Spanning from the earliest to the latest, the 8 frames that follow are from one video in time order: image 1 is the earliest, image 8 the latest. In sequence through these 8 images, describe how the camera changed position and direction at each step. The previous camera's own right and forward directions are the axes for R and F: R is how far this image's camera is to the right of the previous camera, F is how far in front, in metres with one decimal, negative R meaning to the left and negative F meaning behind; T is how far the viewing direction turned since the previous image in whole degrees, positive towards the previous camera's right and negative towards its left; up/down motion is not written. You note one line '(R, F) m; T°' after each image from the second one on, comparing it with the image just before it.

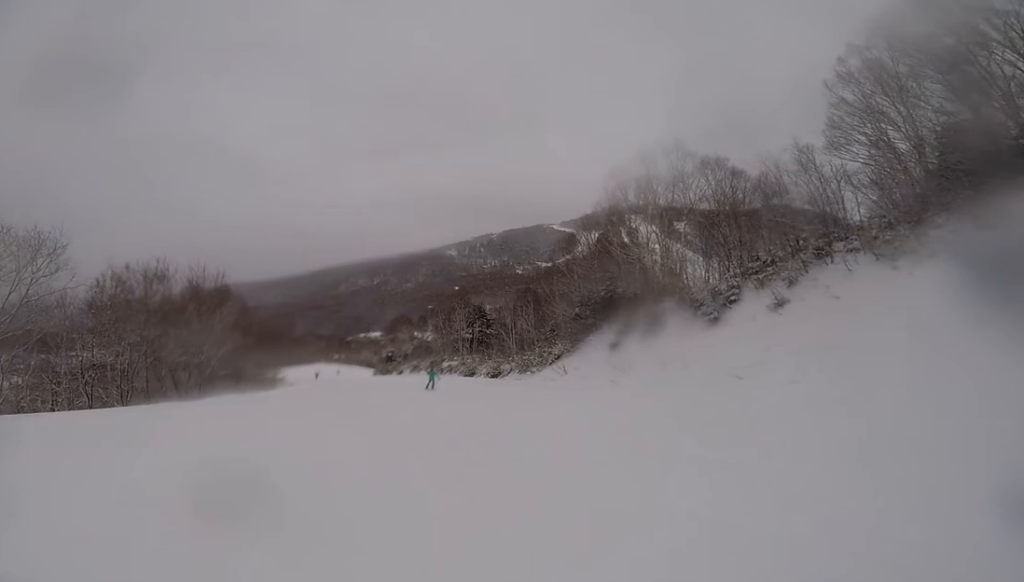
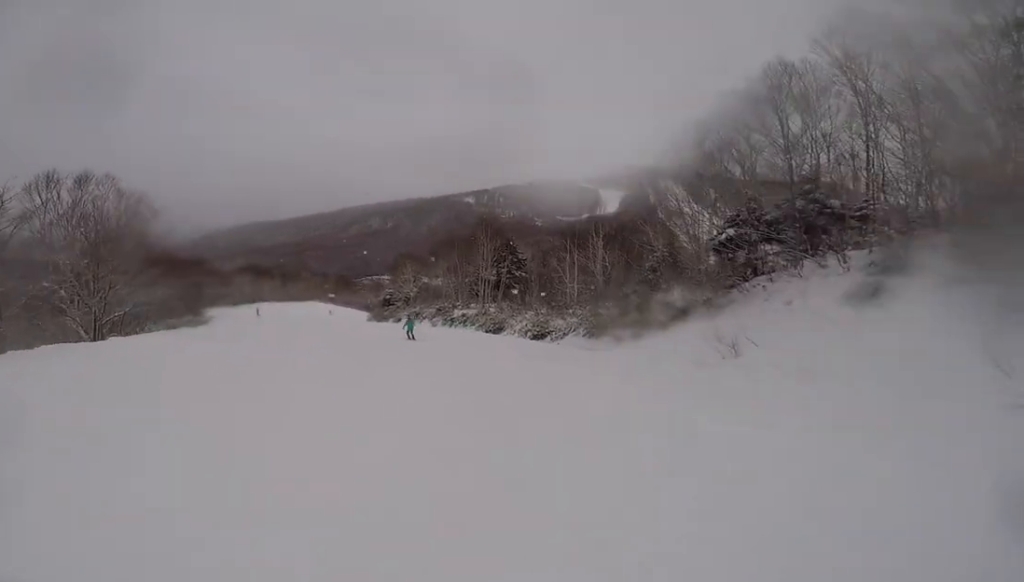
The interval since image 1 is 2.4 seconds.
(-0.6, +18.7) m; +4°
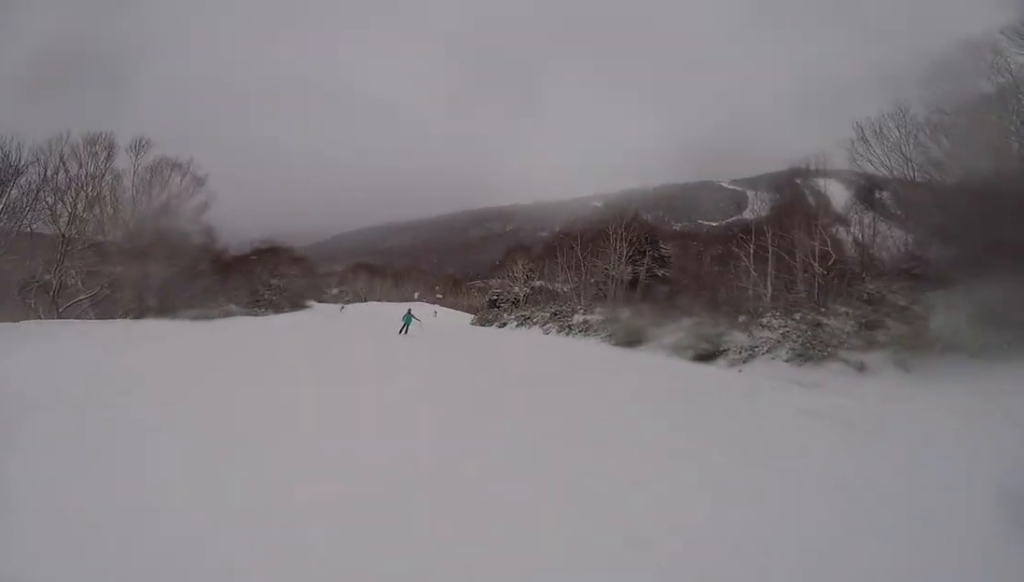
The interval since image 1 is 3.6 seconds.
(-0.7, +8.7) m; -13°
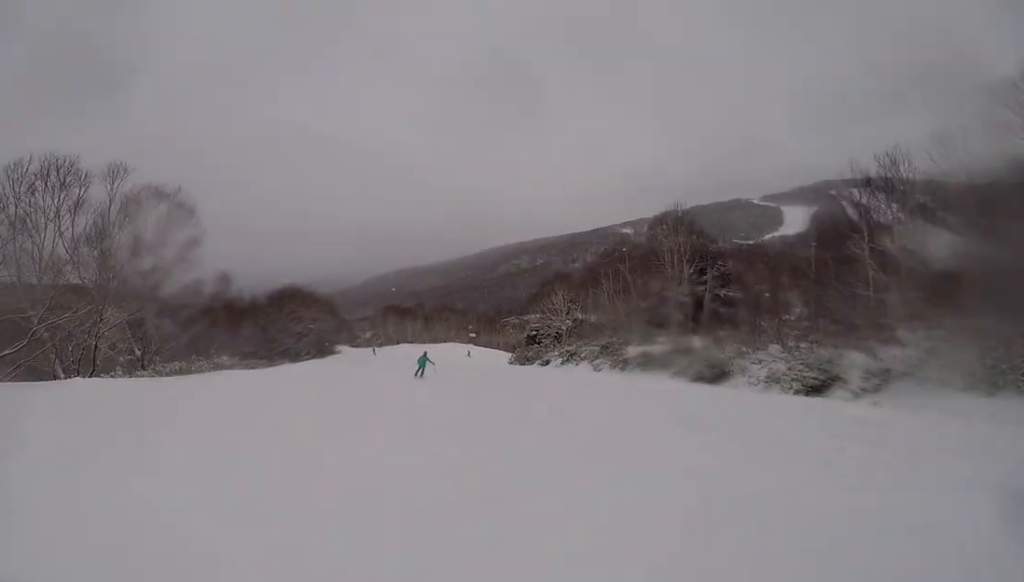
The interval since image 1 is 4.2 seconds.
(-0.5, +4.7) m; -7°
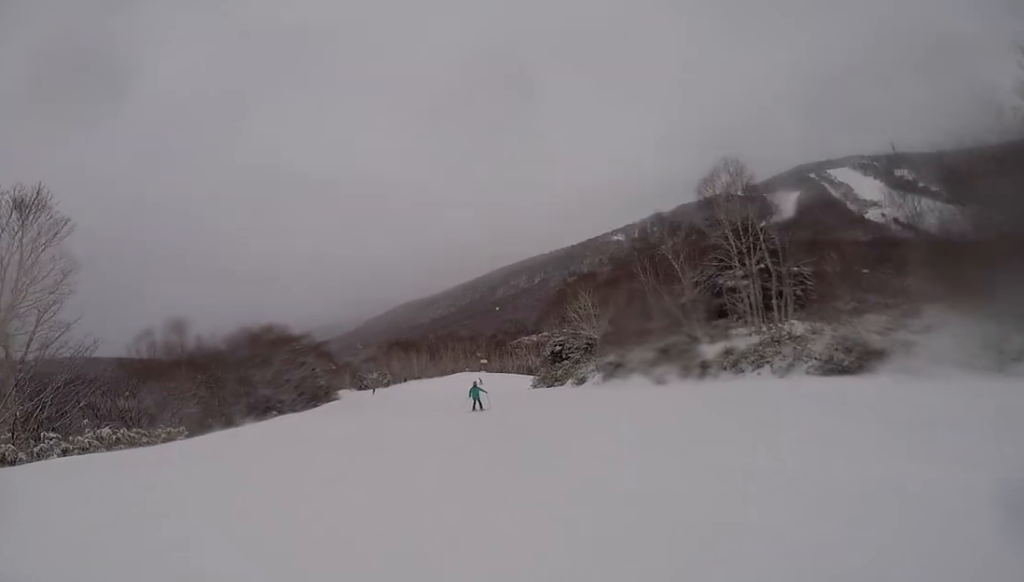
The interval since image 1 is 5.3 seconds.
(-0.1, +8.8) m; 0°
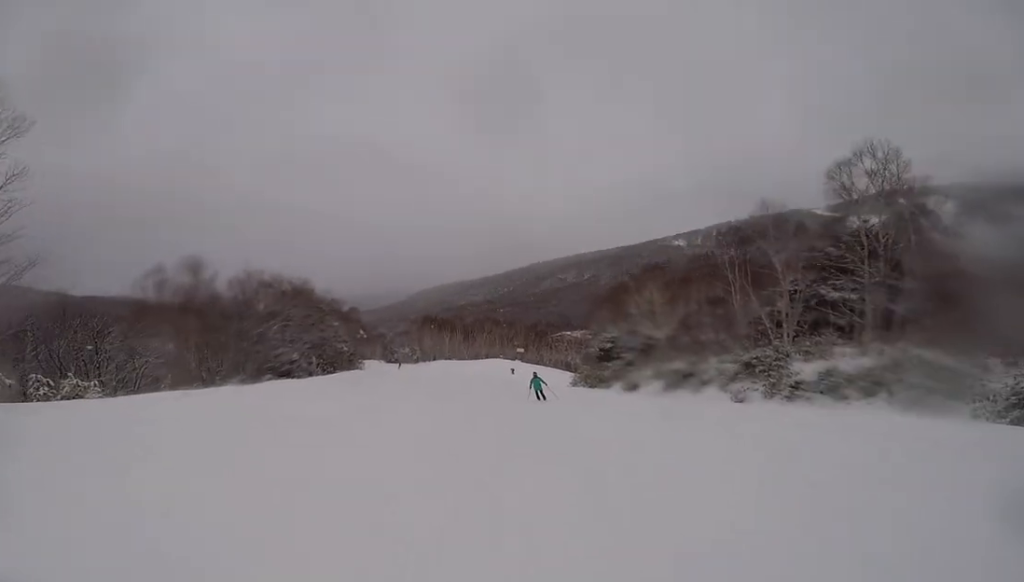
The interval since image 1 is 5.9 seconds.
(0.0, +5.1) m; 0°
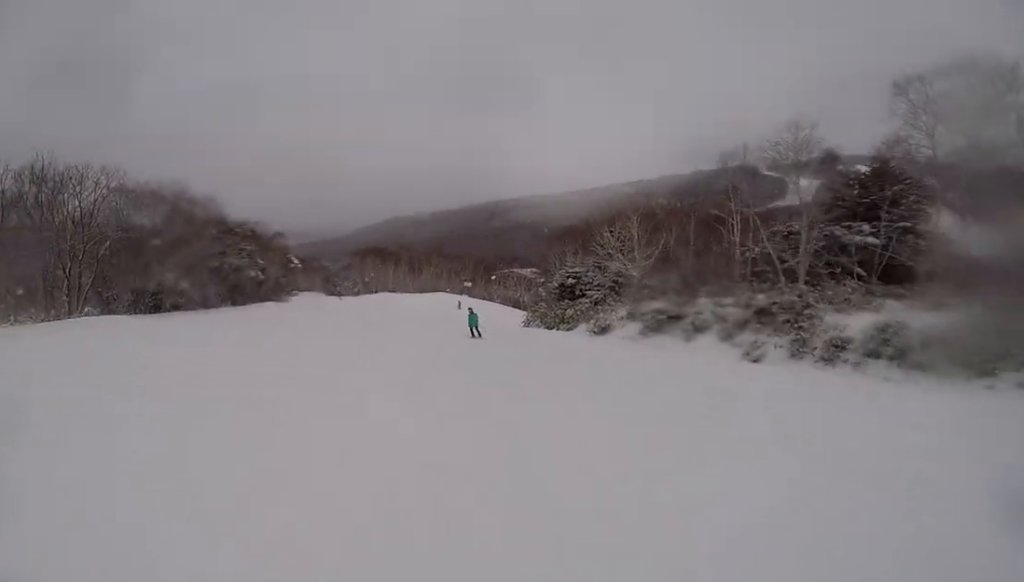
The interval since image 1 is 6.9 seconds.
(0.0, +7.7) m; -1°
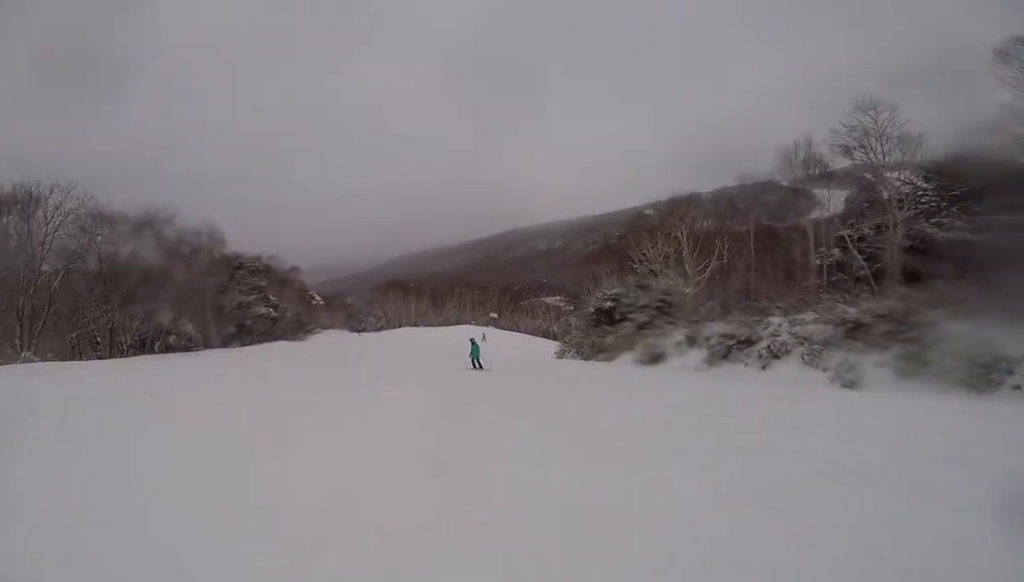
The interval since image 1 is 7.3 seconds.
(0.0, +3.7) m; -2°
